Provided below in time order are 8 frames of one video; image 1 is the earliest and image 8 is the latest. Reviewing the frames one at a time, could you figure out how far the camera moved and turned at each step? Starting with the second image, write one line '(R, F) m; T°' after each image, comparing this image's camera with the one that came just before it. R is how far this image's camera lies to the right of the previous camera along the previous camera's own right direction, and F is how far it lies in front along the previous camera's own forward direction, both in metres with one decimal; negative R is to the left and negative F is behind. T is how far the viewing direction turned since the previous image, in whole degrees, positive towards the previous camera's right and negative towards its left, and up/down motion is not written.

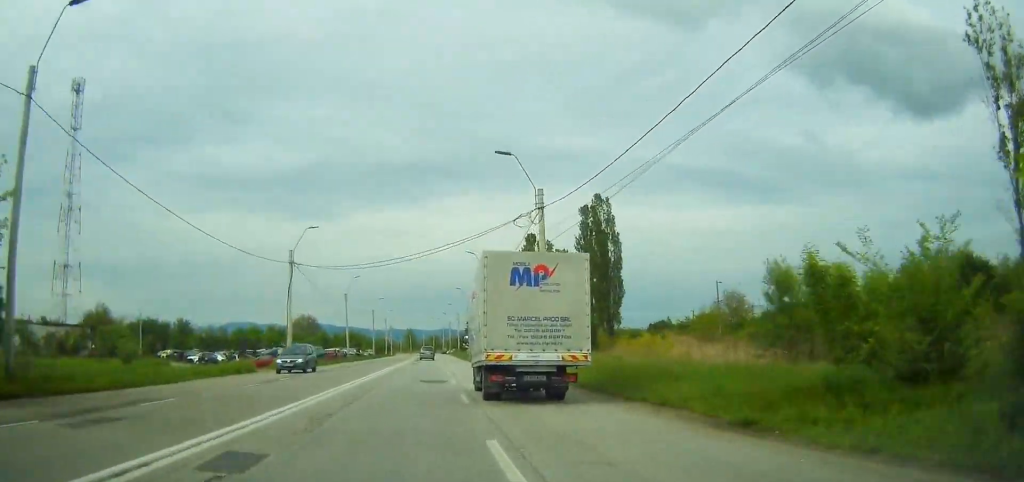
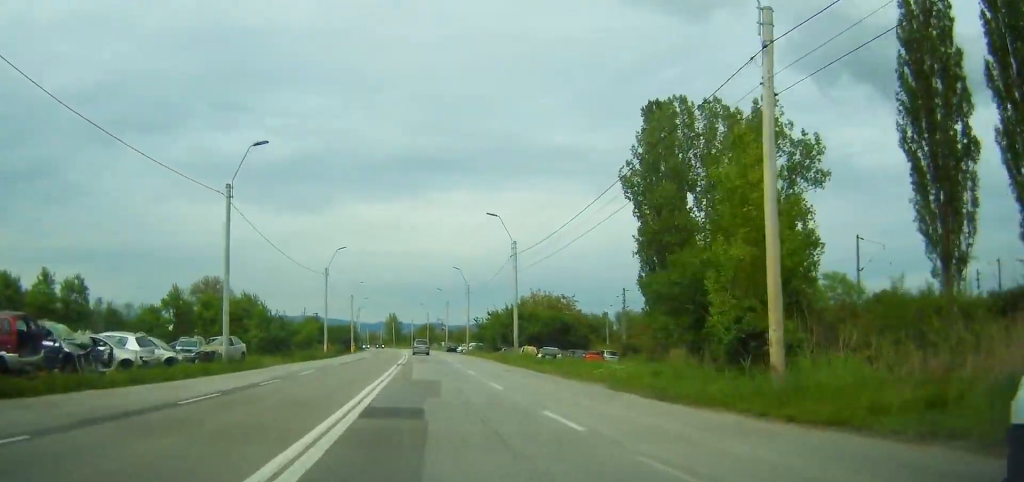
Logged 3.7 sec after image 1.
(+0.3, +85.5) m; +1°
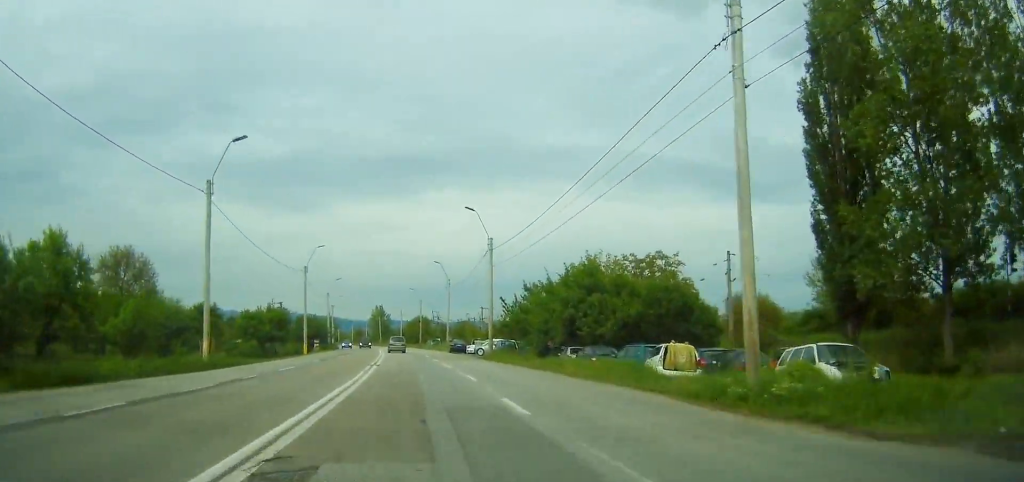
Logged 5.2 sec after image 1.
(+0.4, +34.6) m; 0°
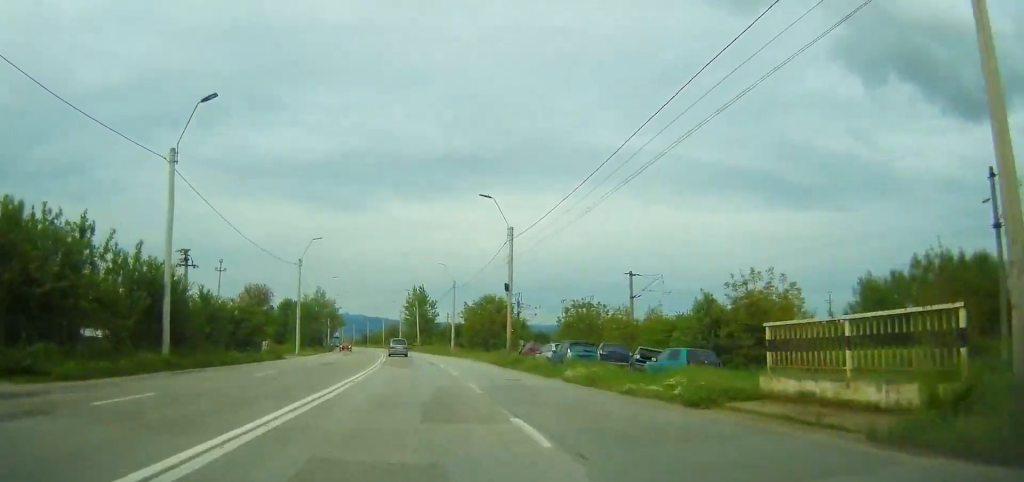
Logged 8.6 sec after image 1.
(-2.6, +76.3) m; -5°
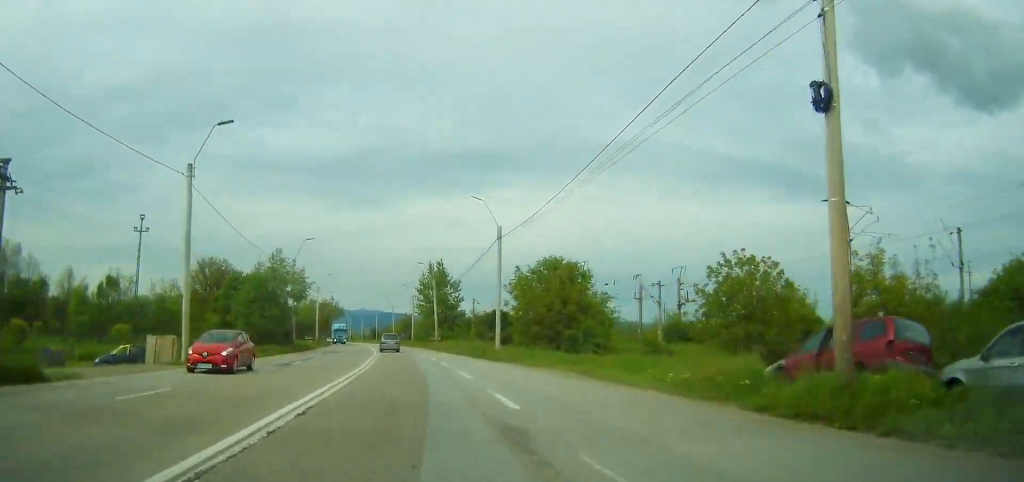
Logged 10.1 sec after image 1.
(-0.5, +32.7) m; -2°
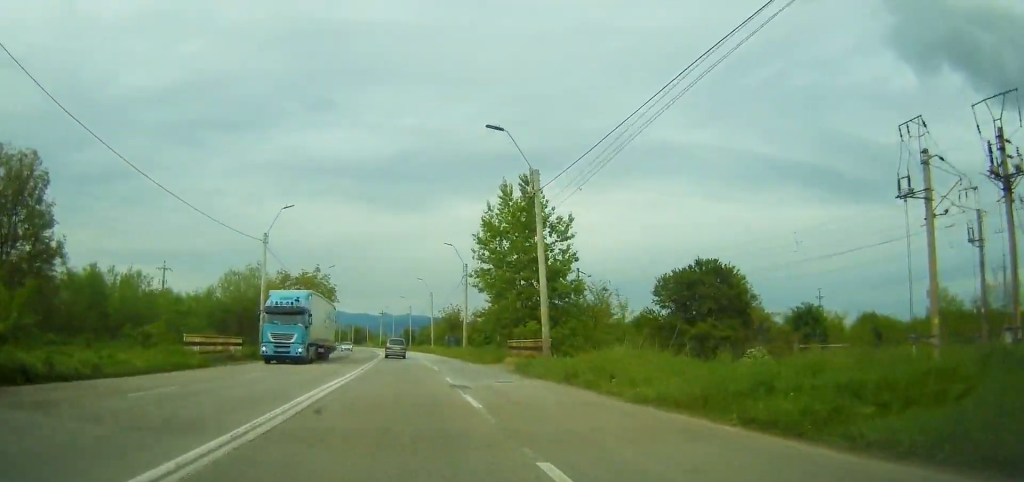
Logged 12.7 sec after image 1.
(-1.3, +53.4) m; -4°
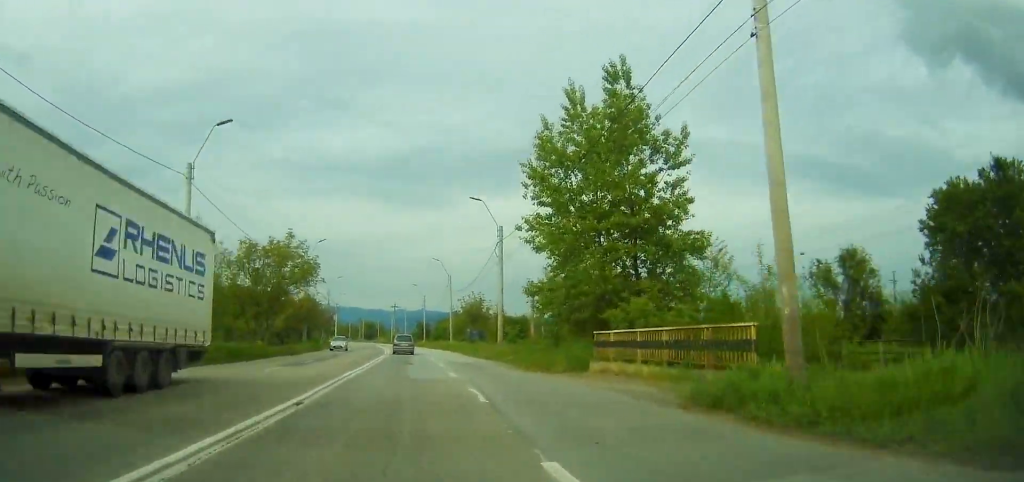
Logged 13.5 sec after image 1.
(-0.5, +18.1) m; -1°
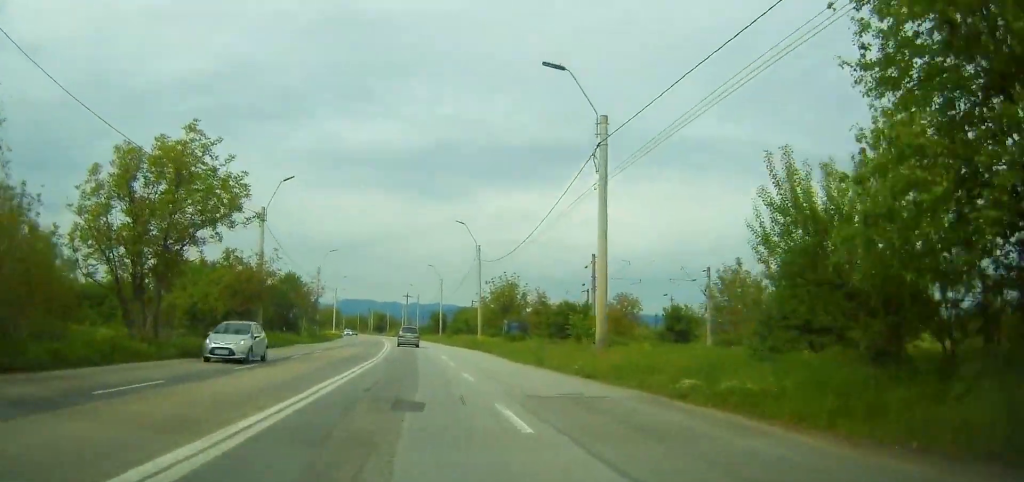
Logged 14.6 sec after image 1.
(-0.3, +22.4) m; -1°
